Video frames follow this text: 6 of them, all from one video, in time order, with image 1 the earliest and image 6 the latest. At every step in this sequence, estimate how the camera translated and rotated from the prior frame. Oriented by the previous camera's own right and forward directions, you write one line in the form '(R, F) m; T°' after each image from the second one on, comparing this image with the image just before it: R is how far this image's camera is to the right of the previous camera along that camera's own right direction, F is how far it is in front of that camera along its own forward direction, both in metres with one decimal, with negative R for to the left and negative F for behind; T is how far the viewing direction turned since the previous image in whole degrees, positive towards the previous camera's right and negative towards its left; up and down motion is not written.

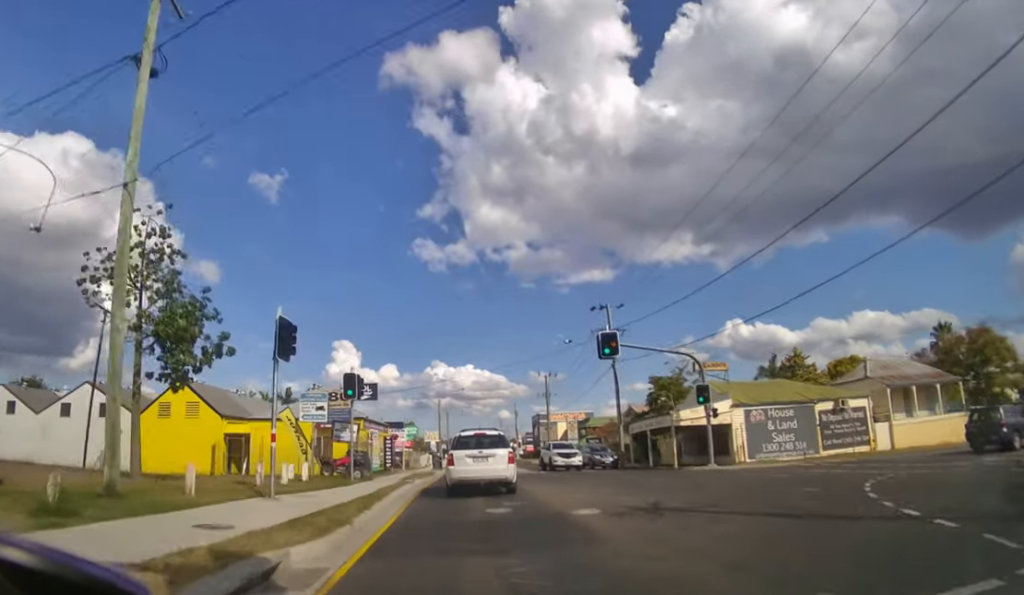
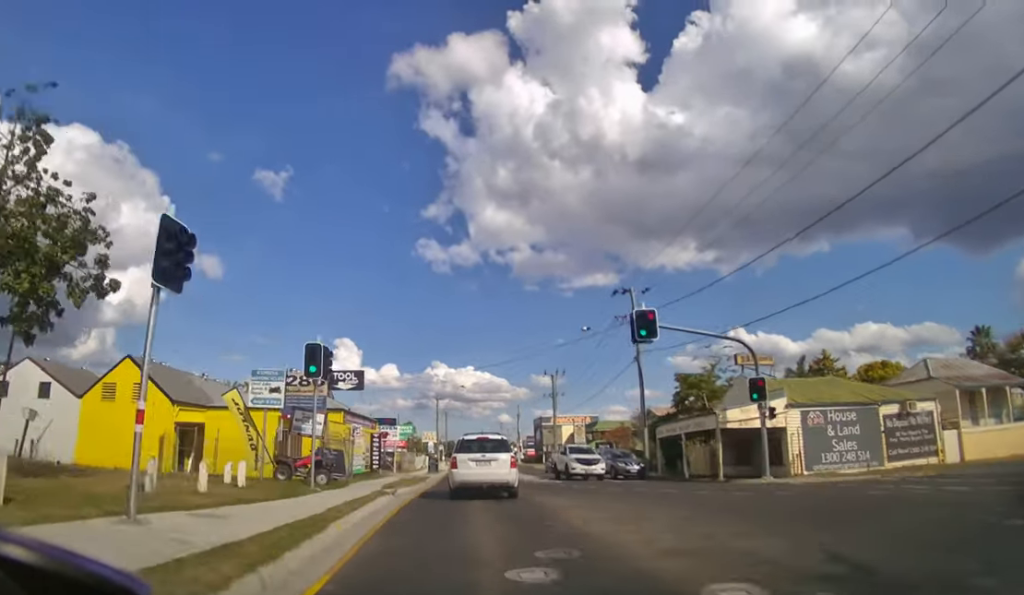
(0.0, +5.1) m; 0°
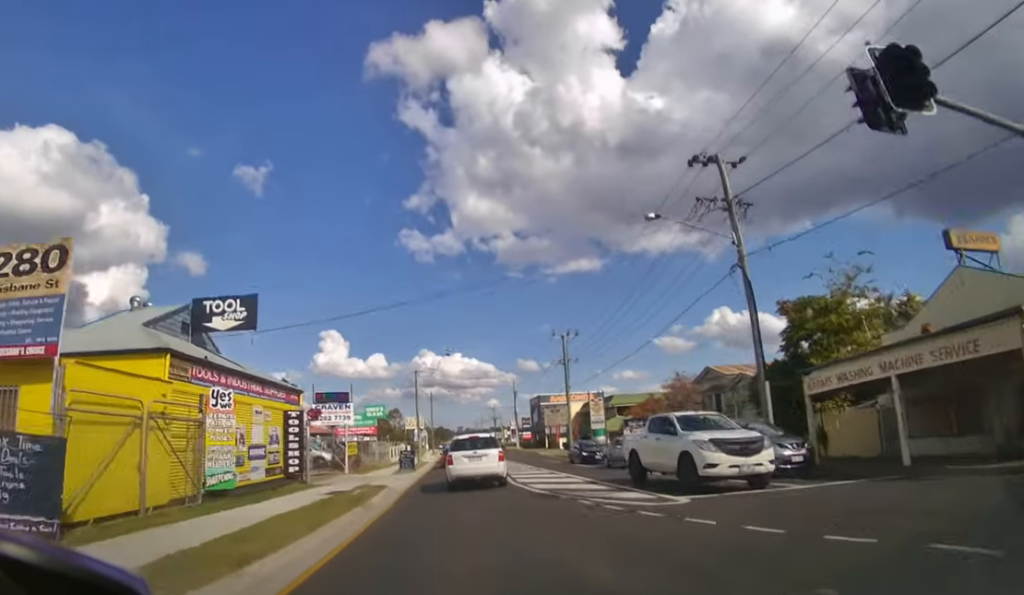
(+0.1, +13.7) m; +1°
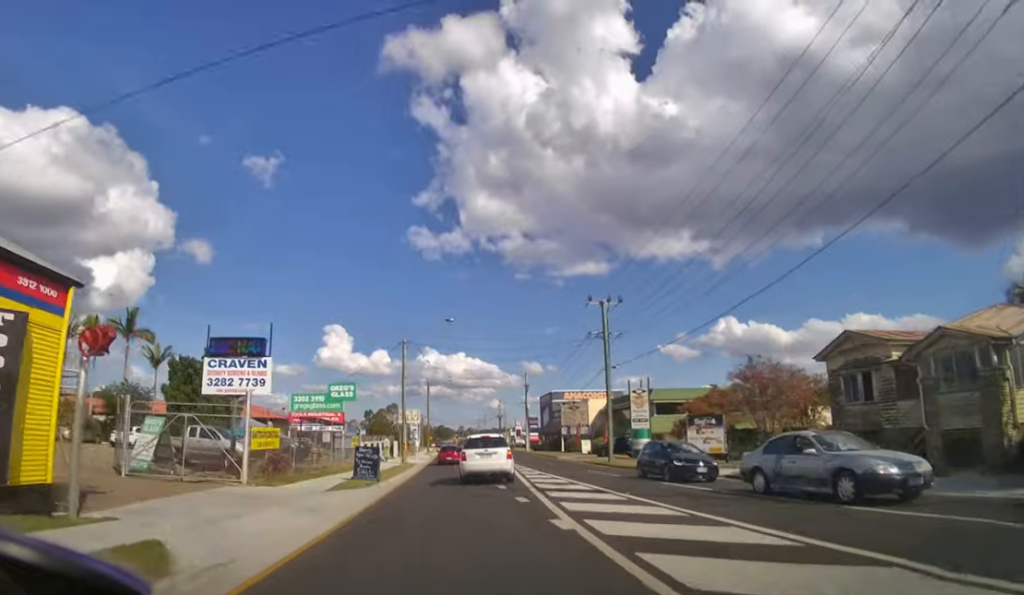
(0.0, +10.7) m; -1°
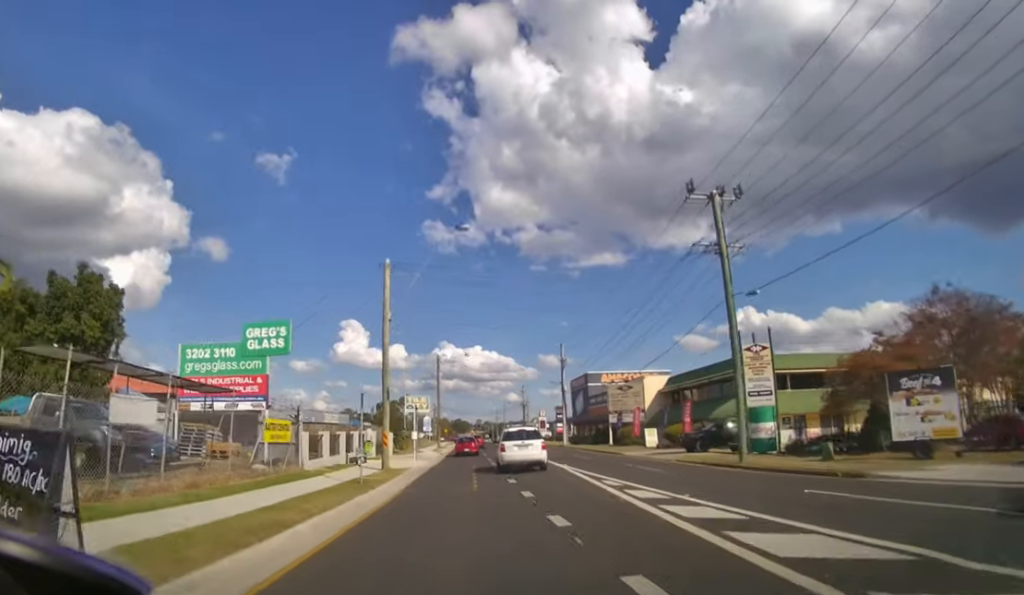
(-0.1, +13.3) m; -1°
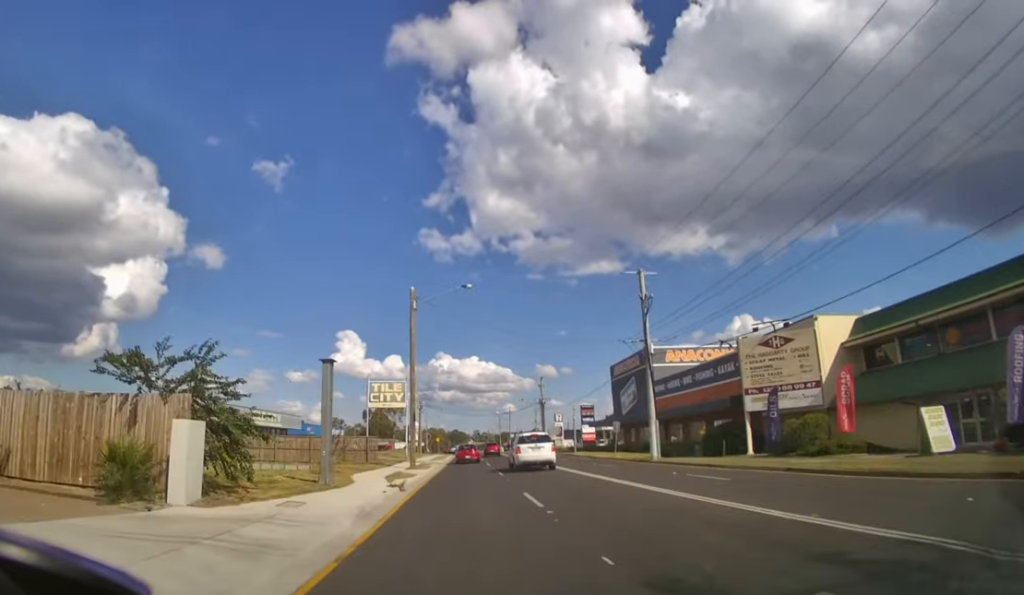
(-0.3, +29.5) m; -1°
